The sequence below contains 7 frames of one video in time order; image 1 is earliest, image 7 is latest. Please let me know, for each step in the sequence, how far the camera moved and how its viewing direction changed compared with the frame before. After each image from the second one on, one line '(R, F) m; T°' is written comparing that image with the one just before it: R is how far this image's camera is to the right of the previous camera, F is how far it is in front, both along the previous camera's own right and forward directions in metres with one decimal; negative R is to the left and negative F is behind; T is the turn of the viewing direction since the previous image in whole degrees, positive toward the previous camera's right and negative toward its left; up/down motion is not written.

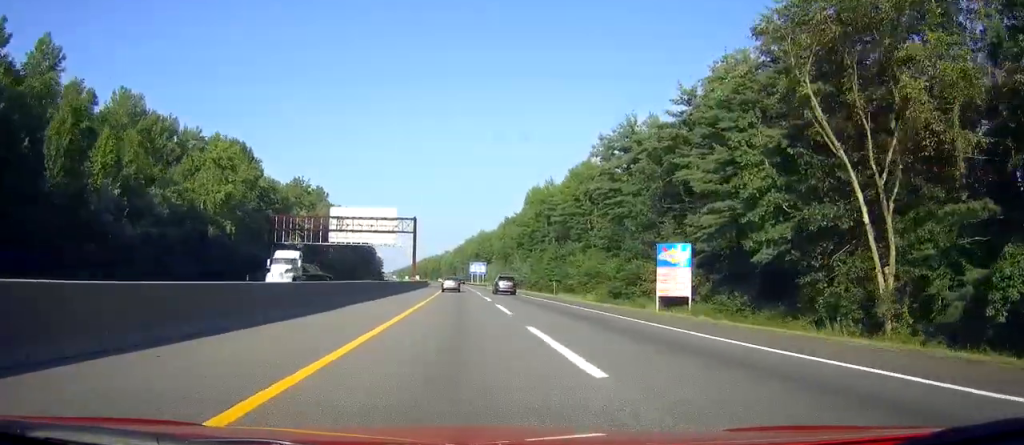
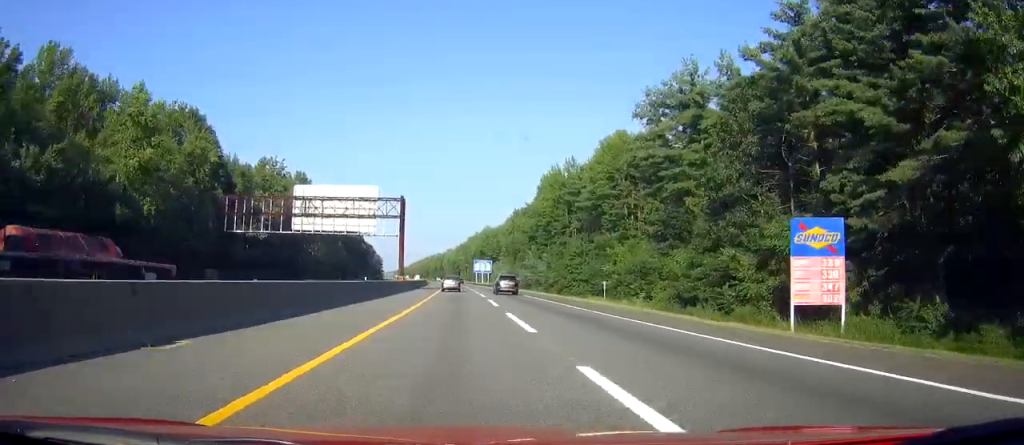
(0.0, +22.9) m; 0°
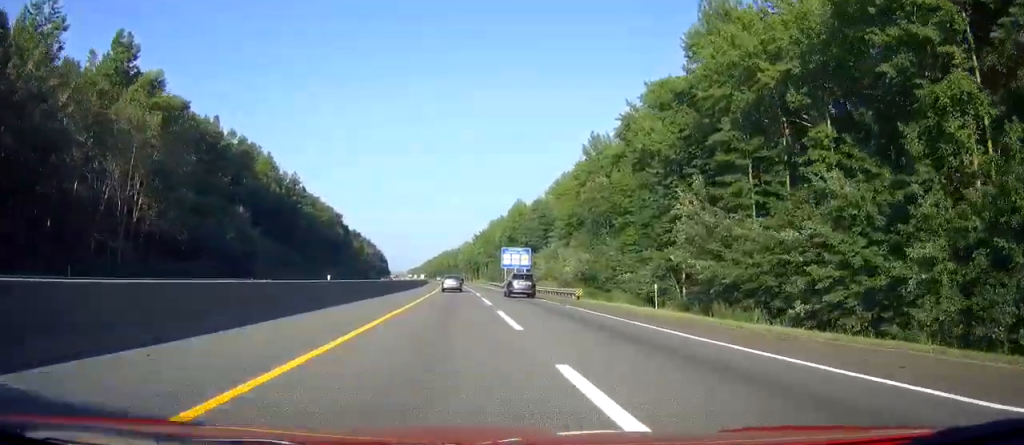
(+0.1, +90.1) m; 0°
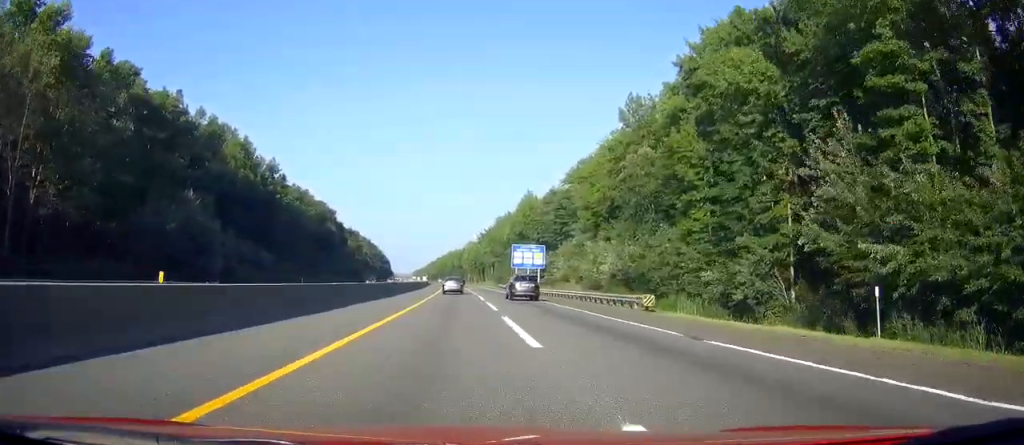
(0.0, +18.8) m; 0°
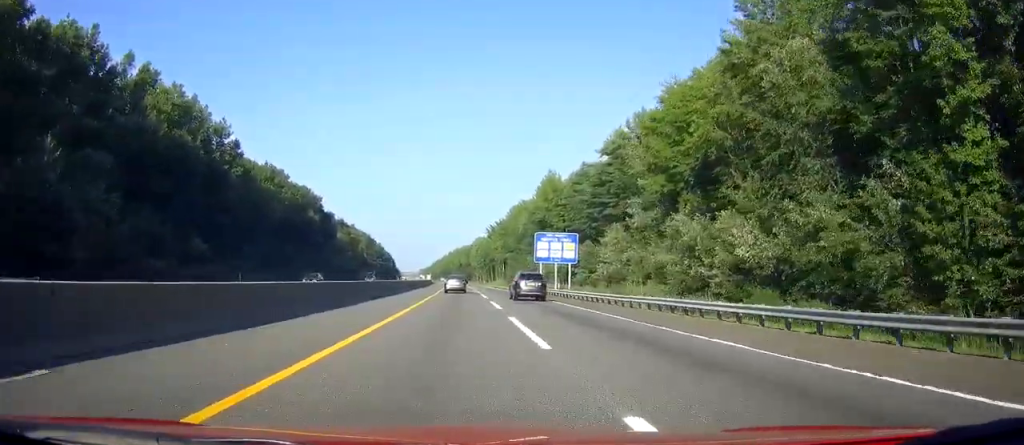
(0.0, +29.9) m; -1°
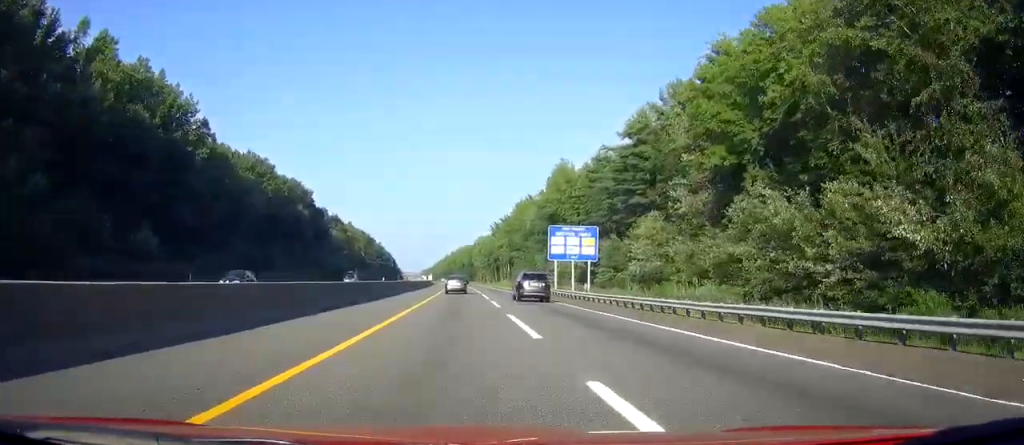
(+0.2, +13.3) m; -1°
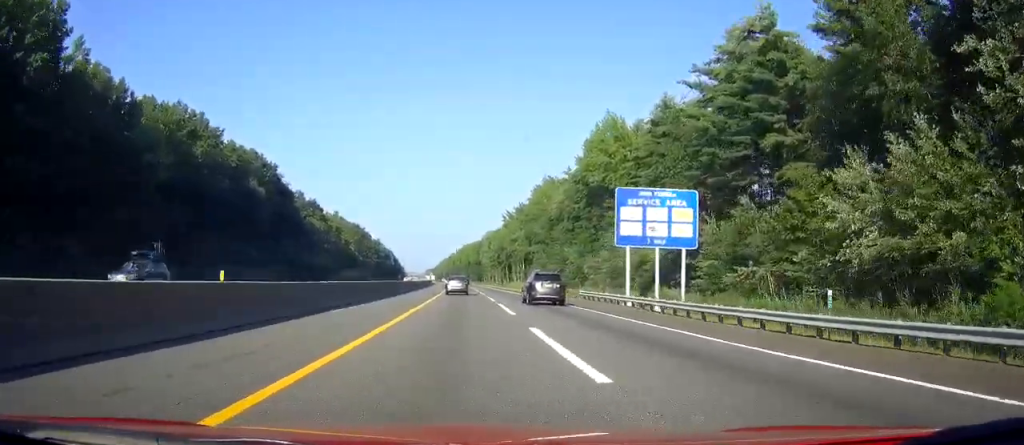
(-1.0, +35.6) m; -2°
